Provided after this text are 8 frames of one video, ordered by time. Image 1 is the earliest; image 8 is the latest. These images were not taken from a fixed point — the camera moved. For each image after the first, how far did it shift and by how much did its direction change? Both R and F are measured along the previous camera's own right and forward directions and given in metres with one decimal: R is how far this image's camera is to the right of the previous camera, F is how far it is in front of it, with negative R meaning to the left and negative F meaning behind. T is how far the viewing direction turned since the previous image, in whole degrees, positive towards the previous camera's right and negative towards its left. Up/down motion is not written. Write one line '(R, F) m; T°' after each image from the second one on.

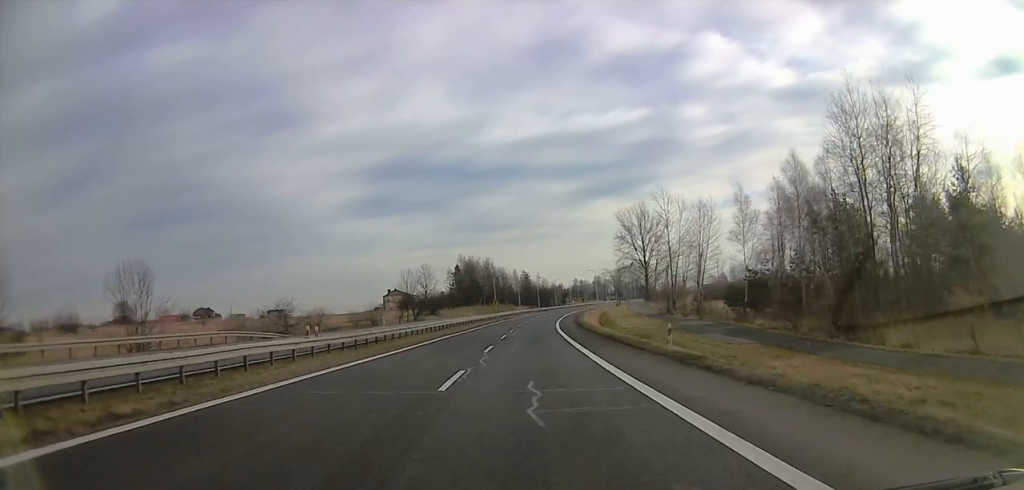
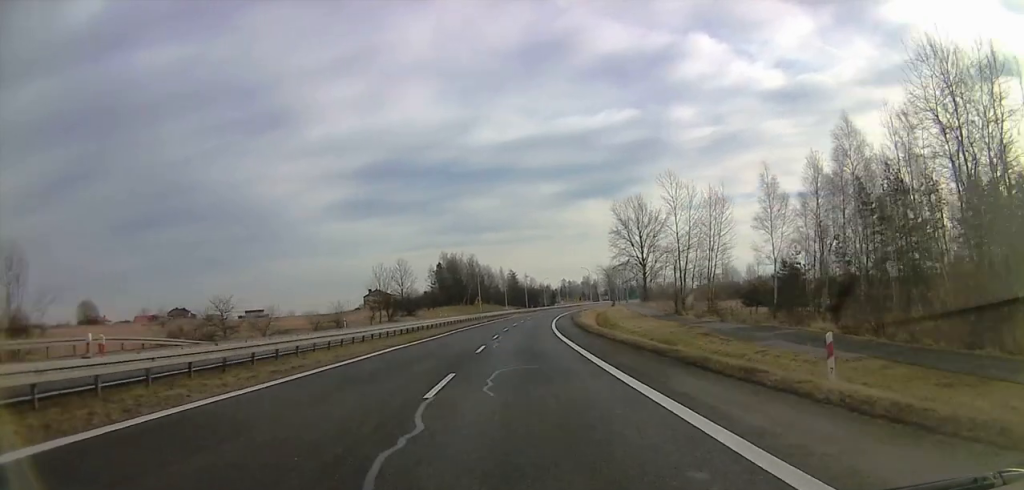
(-0.2, +13.9) m; 0°
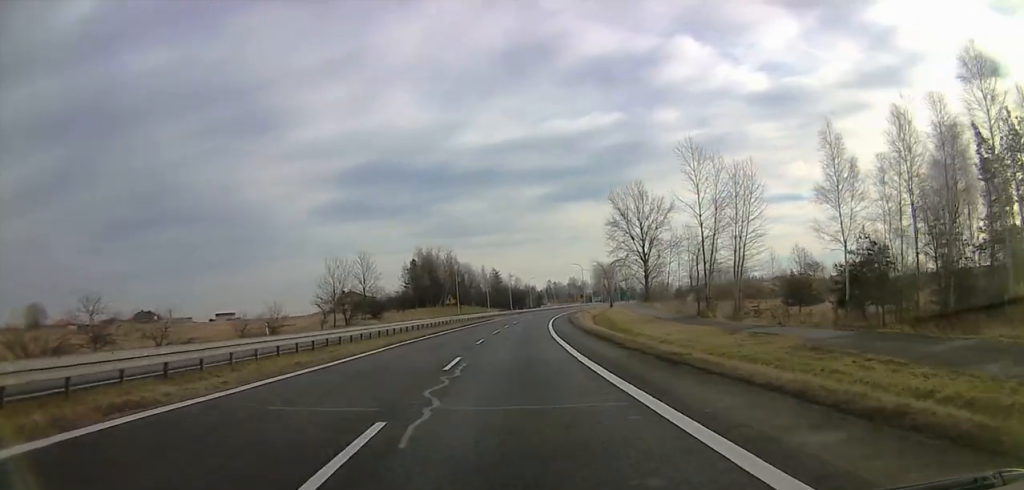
(+0.4, +18.0) m; +2°
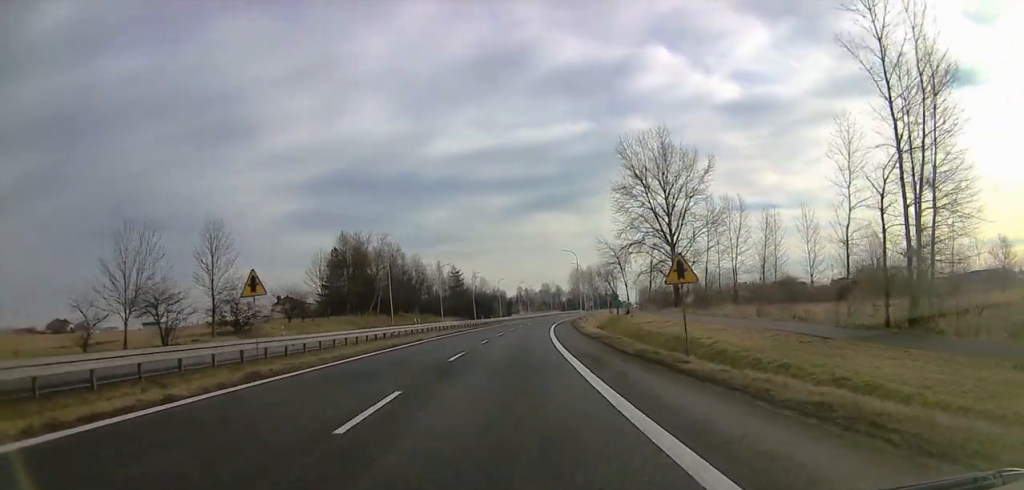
(+1.7, +43.6) m; +4°
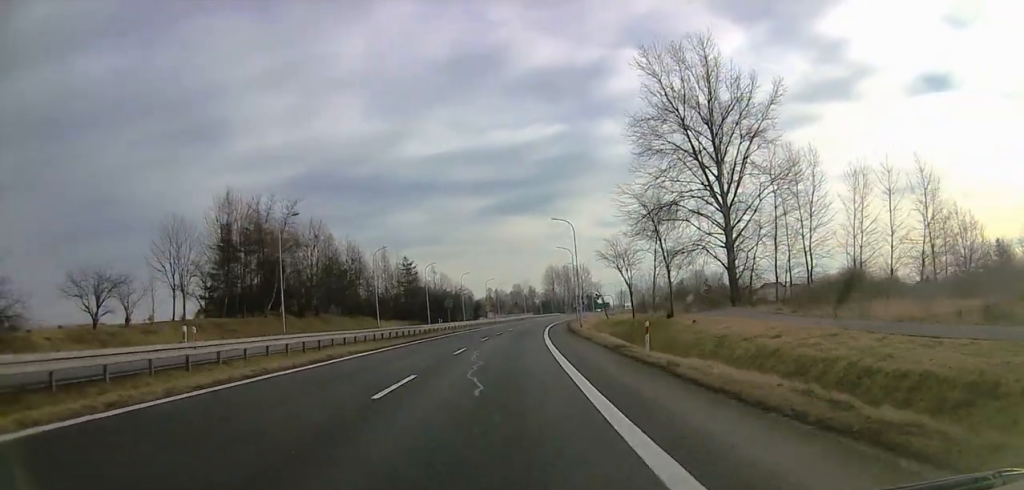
(+0.8, +28.5) m; +3°
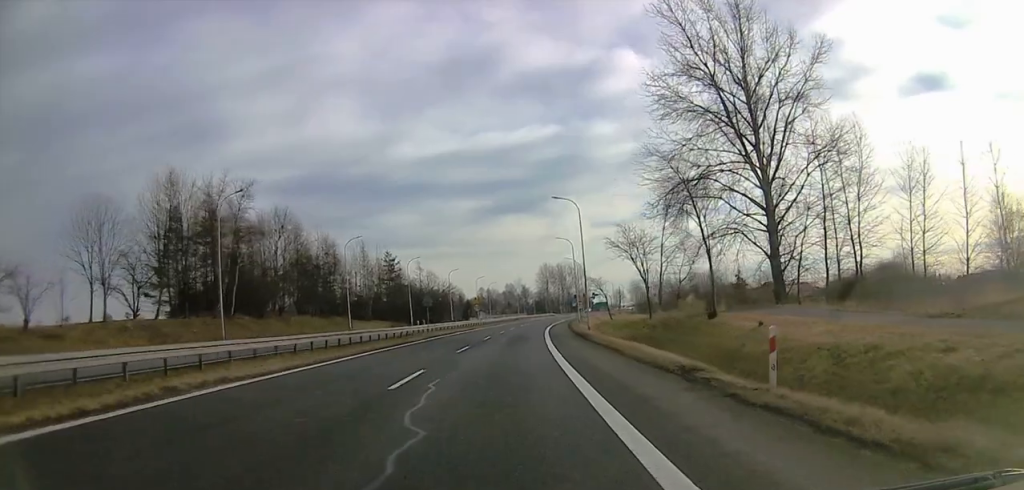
(+0.1, +9.3) m; +1°
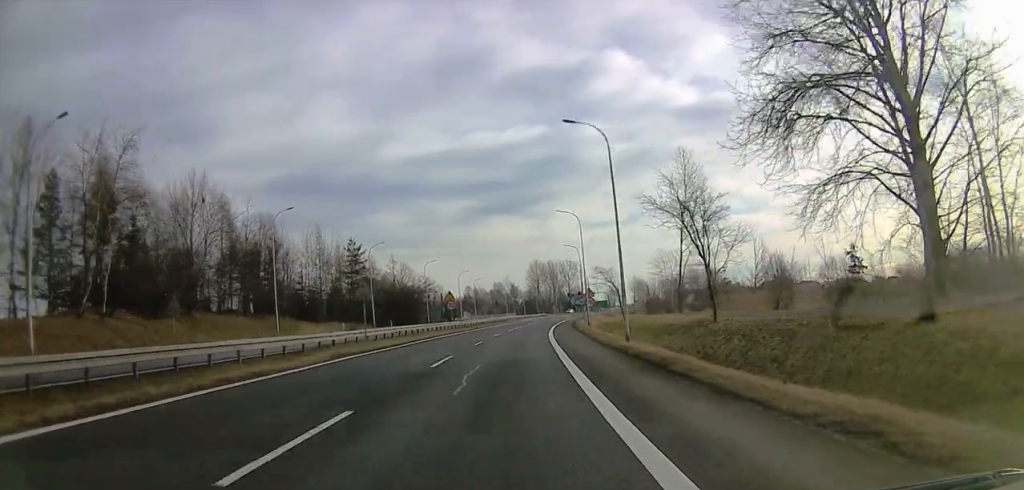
(0.0, +17.4) m; 0°
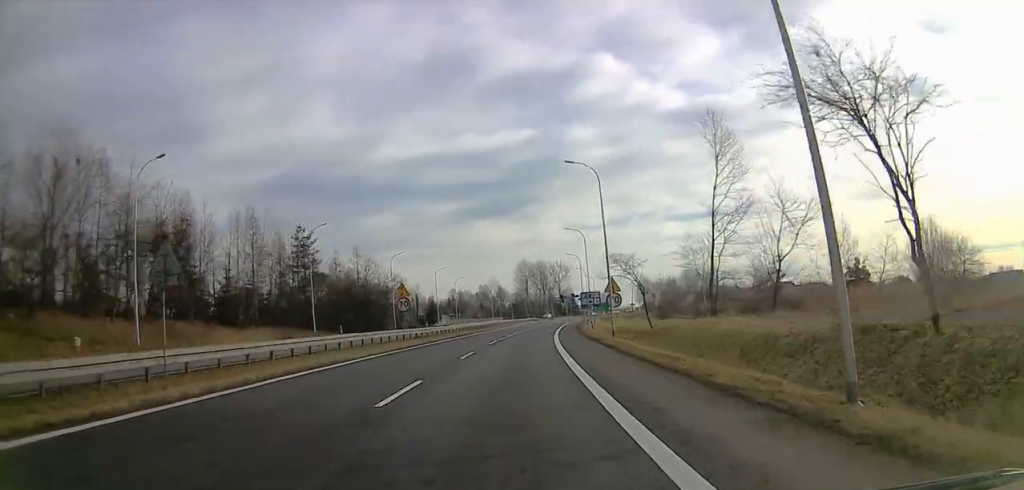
(0.0, +18.8) m; 0°
